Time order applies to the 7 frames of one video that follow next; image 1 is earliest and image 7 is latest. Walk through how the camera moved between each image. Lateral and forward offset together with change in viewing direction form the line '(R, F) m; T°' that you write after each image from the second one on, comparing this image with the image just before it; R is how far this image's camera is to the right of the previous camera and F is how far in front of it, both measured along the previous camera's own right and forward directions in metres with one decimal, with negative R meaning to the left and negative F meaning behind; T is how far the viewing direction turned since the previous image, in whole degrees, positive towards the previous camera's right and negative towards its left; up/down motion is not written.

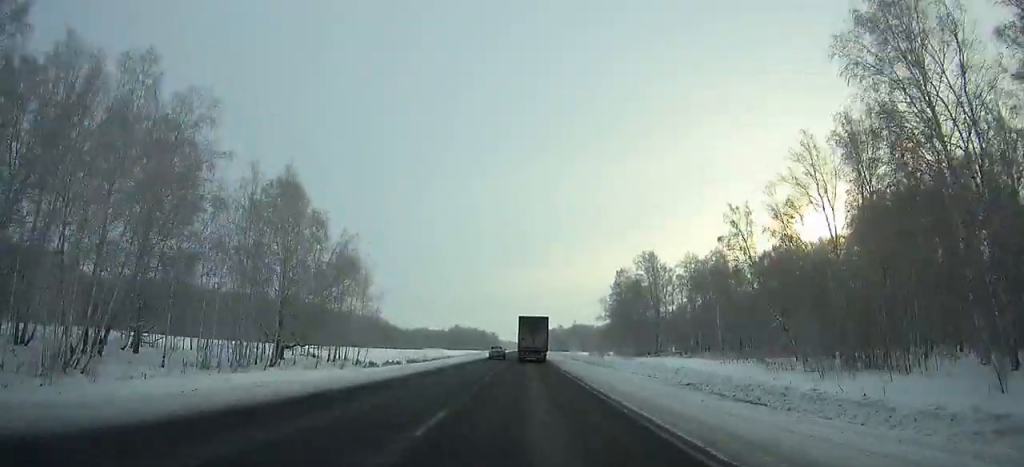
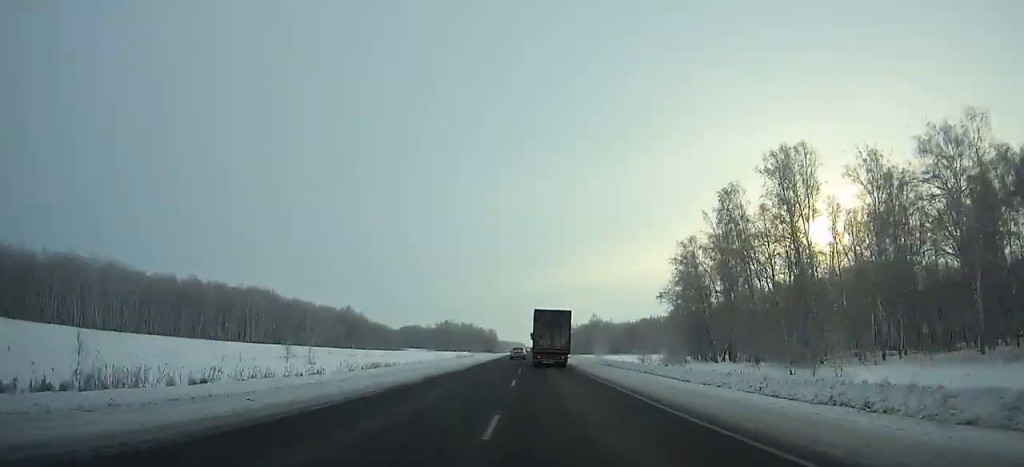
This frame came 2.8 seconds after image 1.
(0.0, +74.6) m; 0°
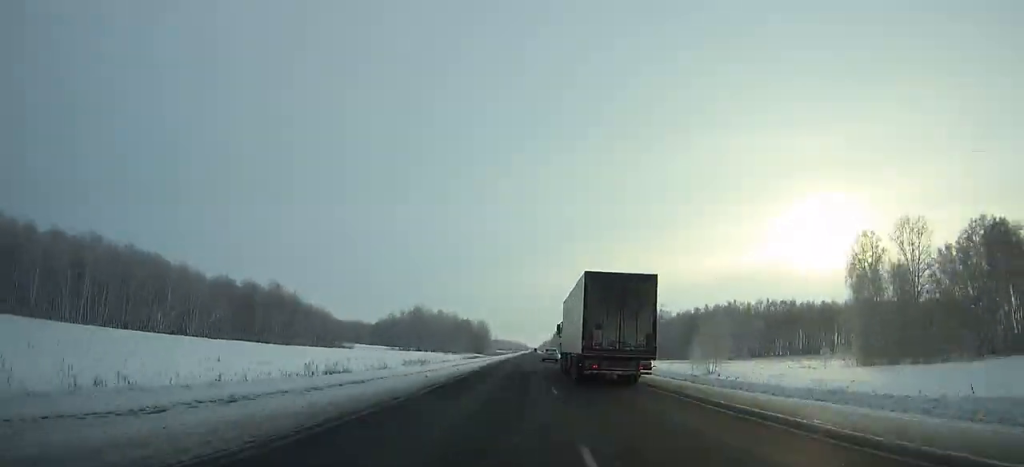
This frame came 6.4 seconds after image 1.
(0.0, +100.0) m; 0°
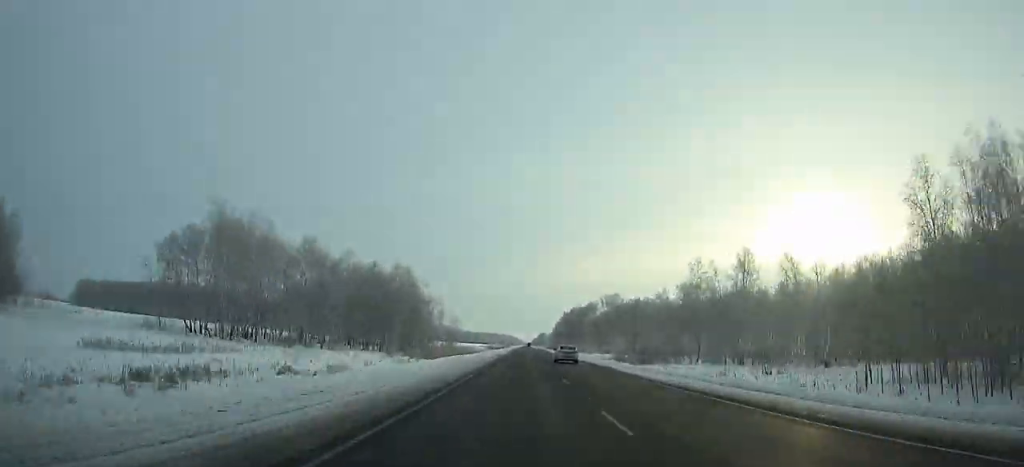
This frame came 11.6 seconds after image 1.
(+0.8, +147.5) m; +1°
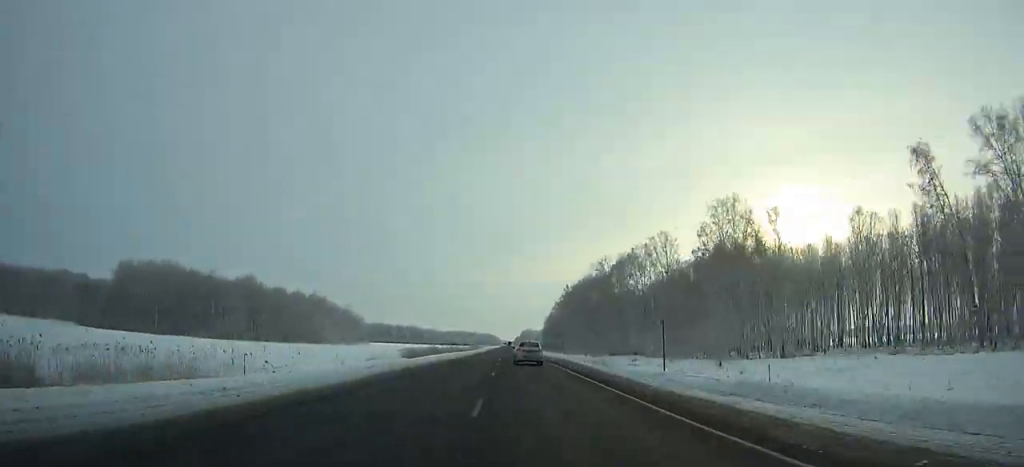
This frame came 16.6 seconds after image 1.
(+1.7, +137.4) m; +1°
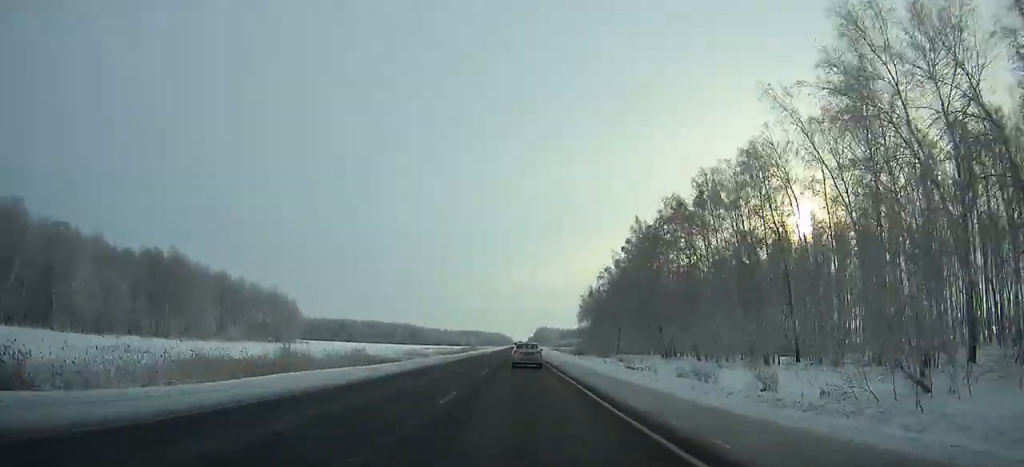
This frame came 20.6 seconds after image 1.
(-0.8, +105.0) m; -1°
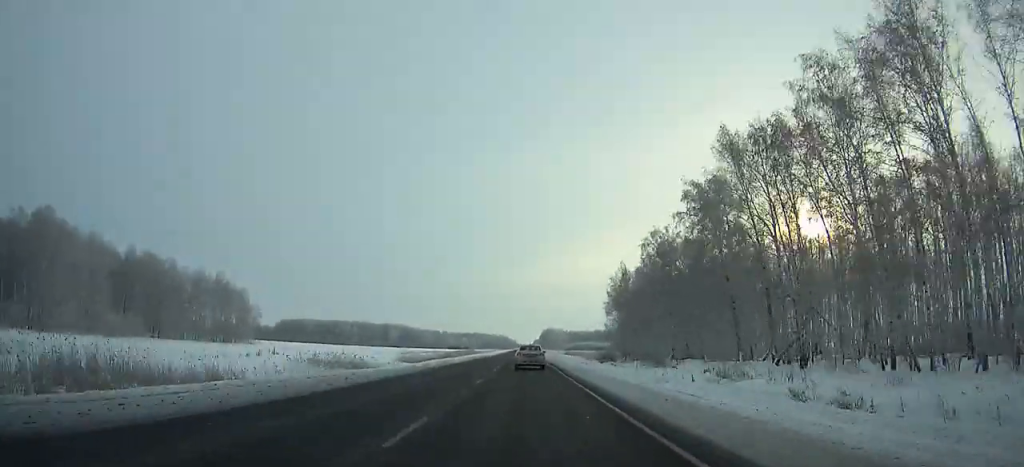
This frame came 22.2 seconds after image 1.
(-0.1, +41.0) m; 0°
